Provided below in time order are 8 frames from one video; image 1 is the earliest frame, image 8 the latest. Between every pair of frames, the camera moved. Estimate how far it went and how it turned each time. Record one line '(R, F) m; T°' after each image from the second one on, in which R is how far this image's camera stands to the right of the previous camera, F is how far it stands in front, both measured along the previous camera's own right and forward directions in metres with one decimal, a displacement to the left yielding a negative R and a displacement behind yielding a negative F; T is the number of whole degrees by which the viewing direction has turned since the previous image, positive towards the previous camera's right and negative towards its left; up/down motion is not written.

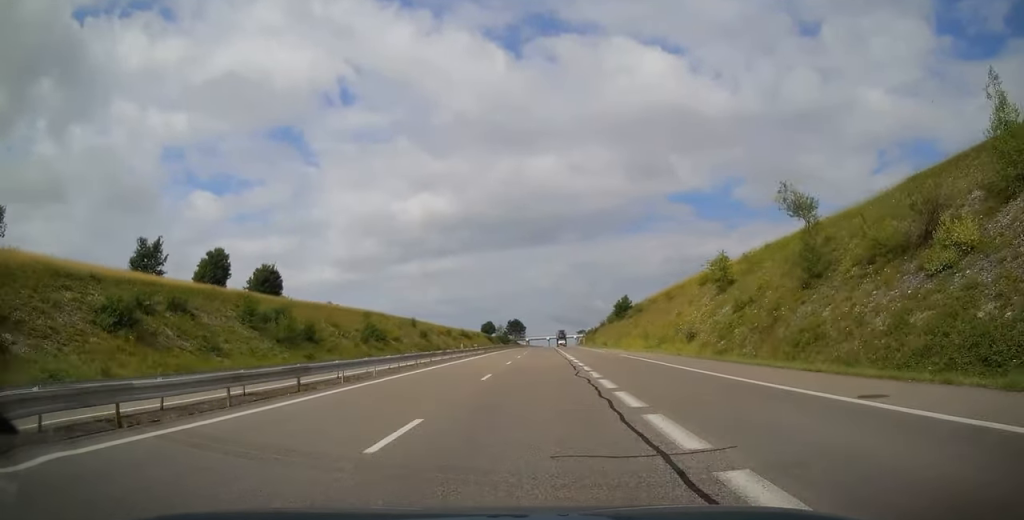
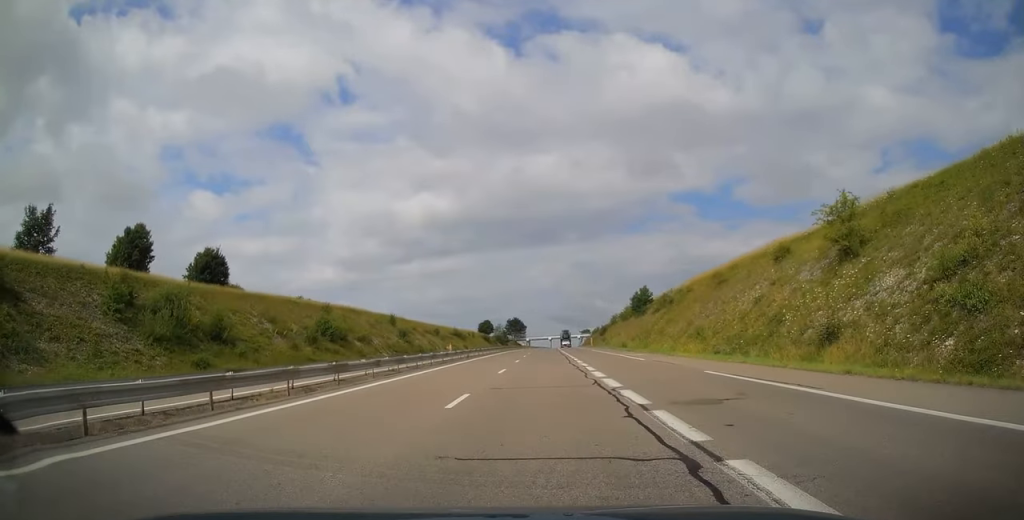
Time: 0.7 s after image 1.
(-0.3, +20.9) m; -1°
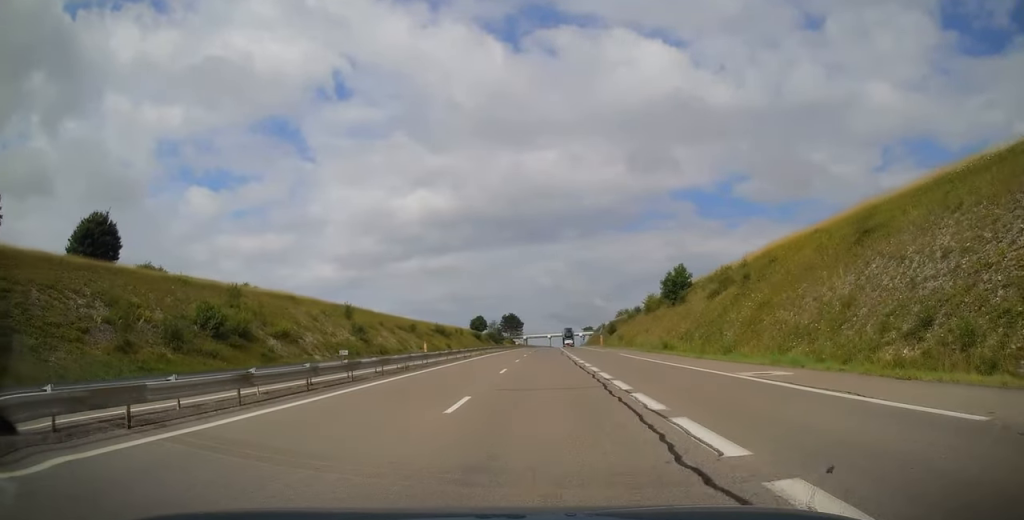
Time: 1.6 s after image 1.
(-0.1, +26.9) m; 0°
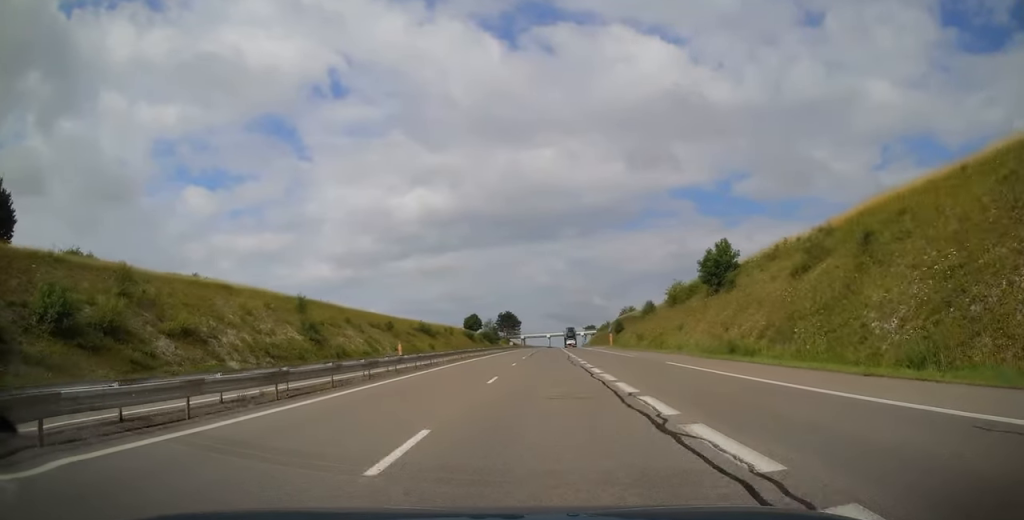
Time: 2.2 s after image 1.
(0.0, +18.1) m; 0°
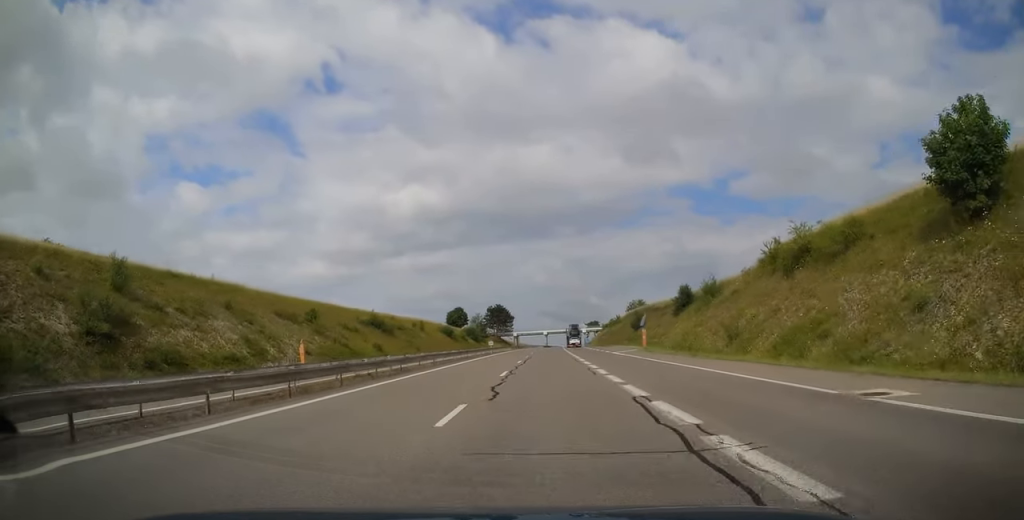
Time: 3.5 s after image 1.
(+0.2, +35.3) m; +1°
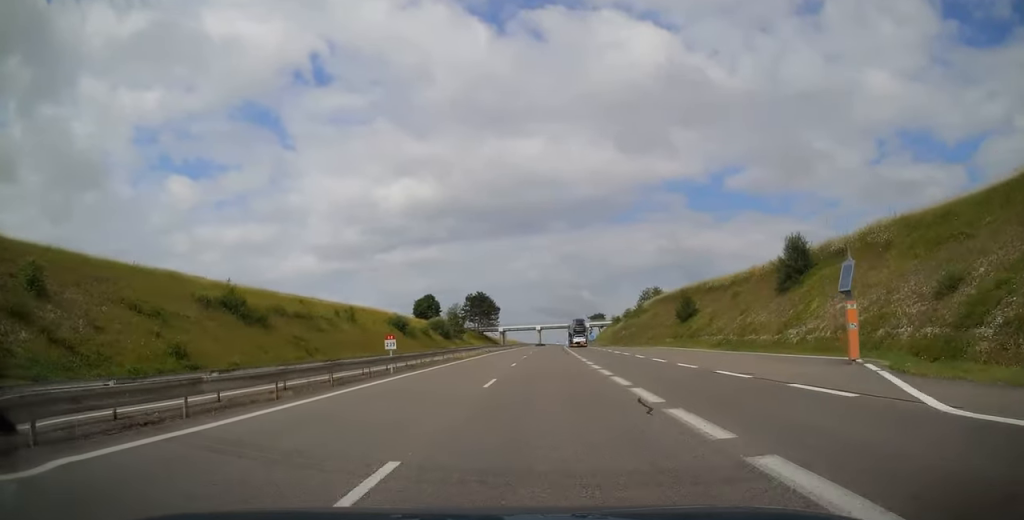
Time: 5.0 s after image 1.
(+0.5, +44.7) m; +1°
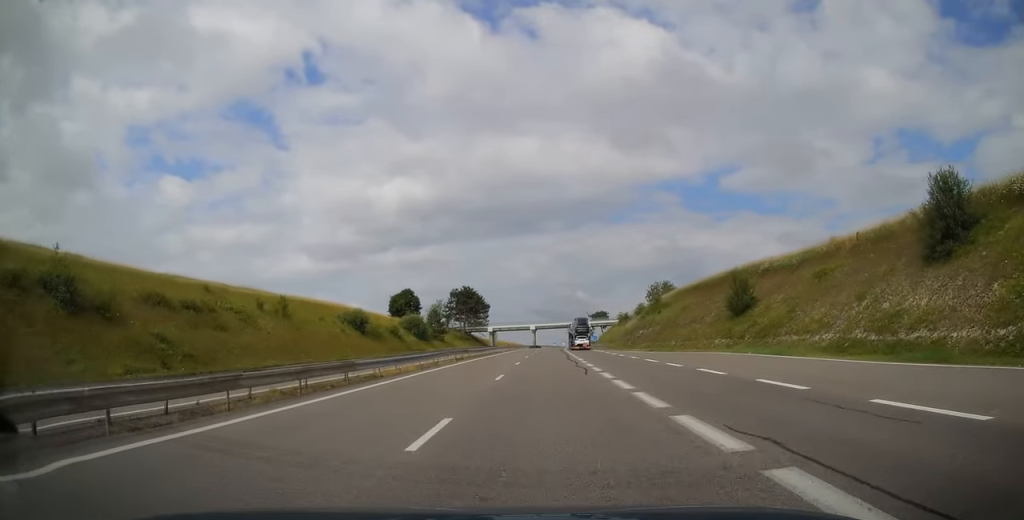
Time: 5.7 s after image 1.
(0.0, +22.1) m; 0°
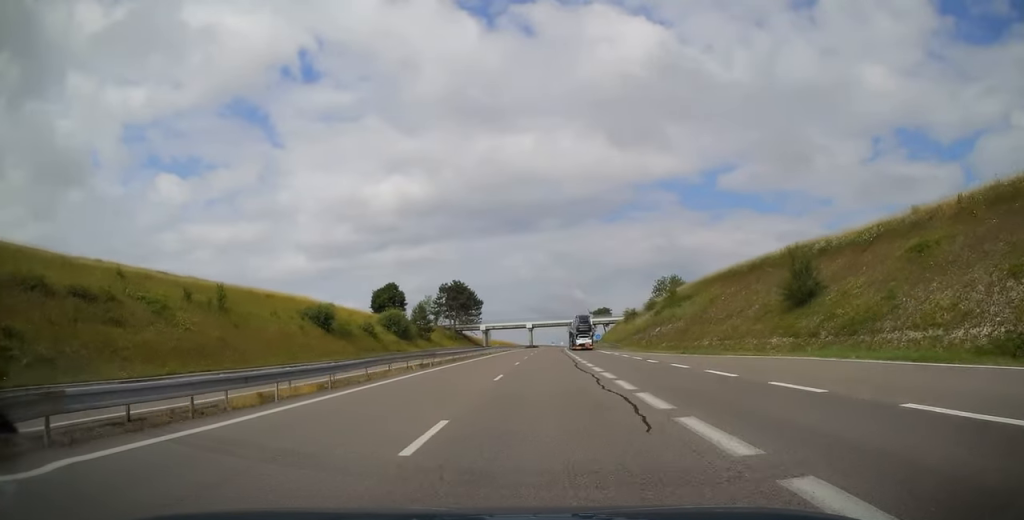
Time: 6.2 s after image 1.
(0.0, +13.3) m; 0°
